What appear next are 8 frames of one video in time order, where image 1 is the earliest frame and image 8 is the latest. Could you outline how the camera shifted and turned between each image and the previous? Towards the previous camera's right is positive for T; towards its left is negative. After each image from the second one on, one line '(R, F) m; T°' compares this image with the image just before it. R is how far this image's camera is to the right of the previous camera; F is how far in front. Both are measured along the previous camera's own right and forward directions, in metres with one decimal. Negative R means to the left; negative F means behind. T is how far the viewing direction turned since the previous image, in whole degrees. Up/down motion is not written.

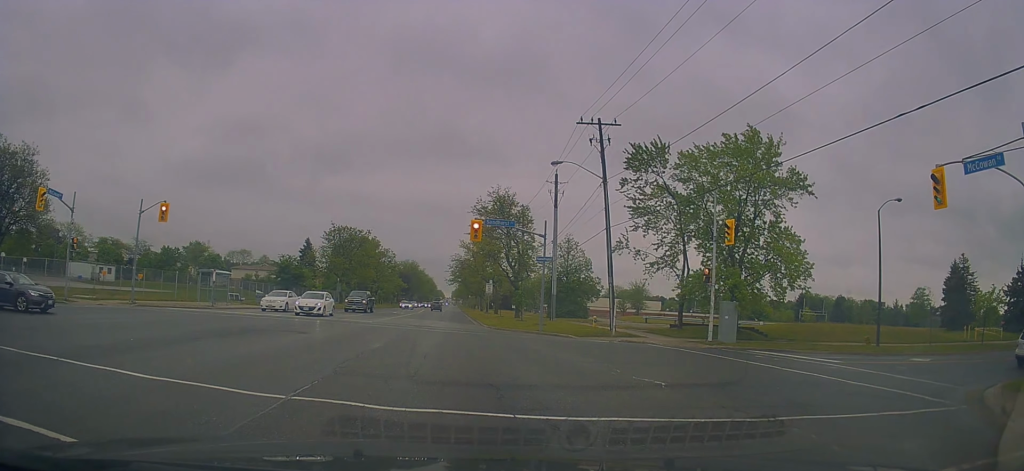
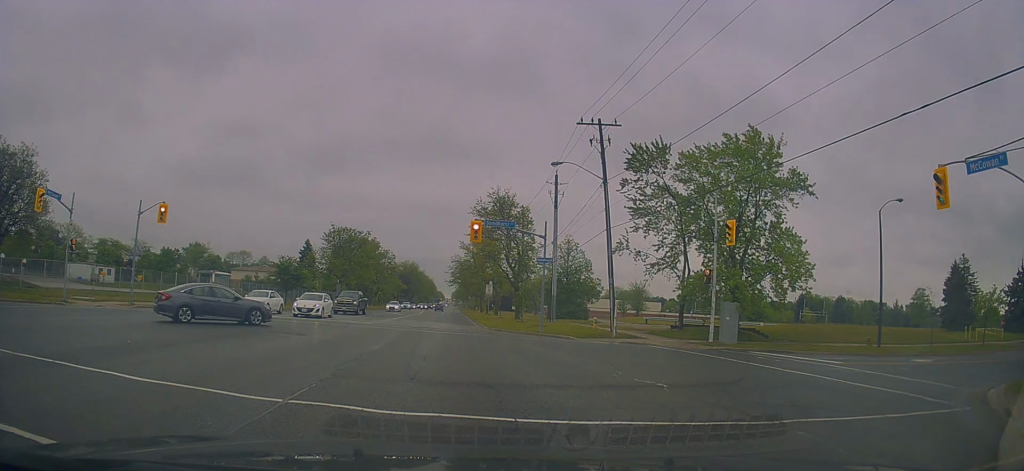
(0.0, +0.9) m; 0°
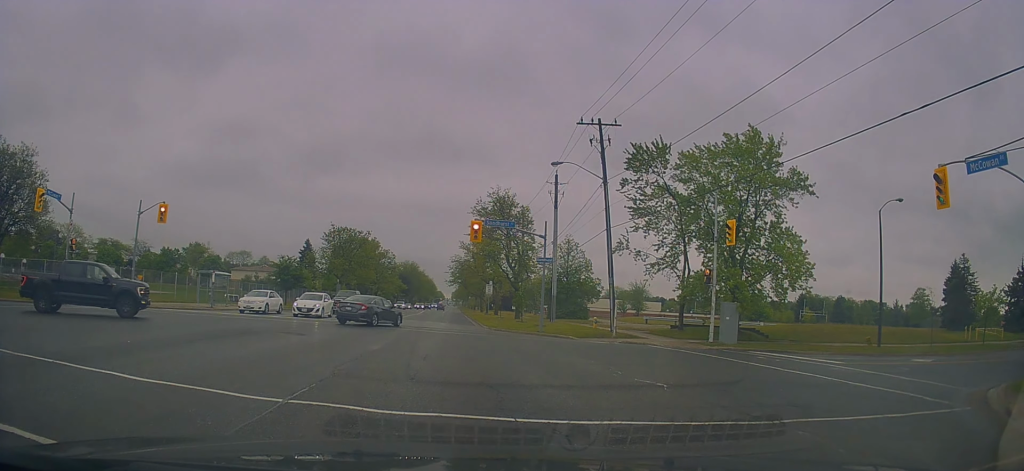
(0.0, 0.0) m; 0°
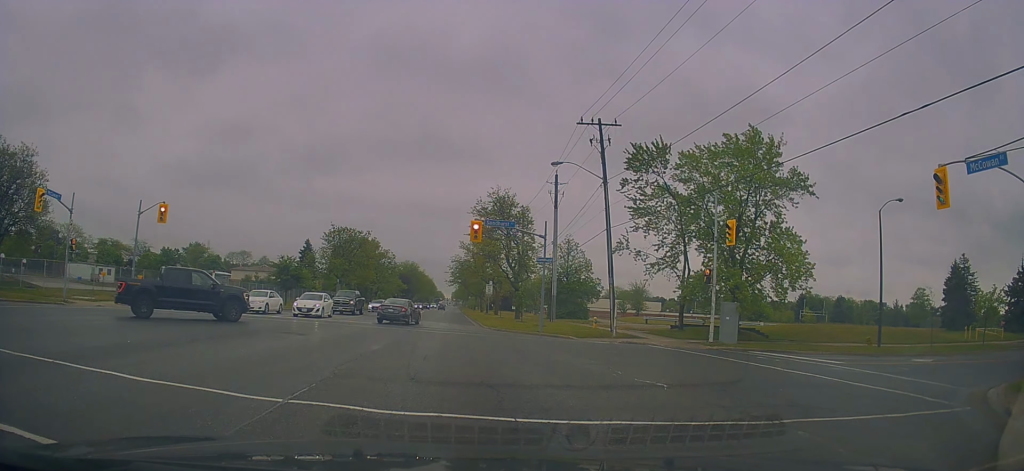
(0.0, 0.0) m; 0°
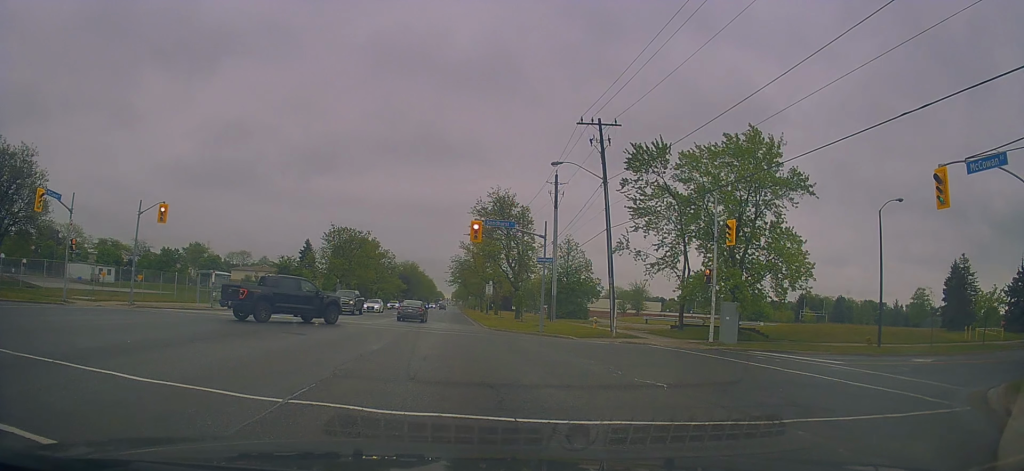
(0.0, 0.0) m; 0°
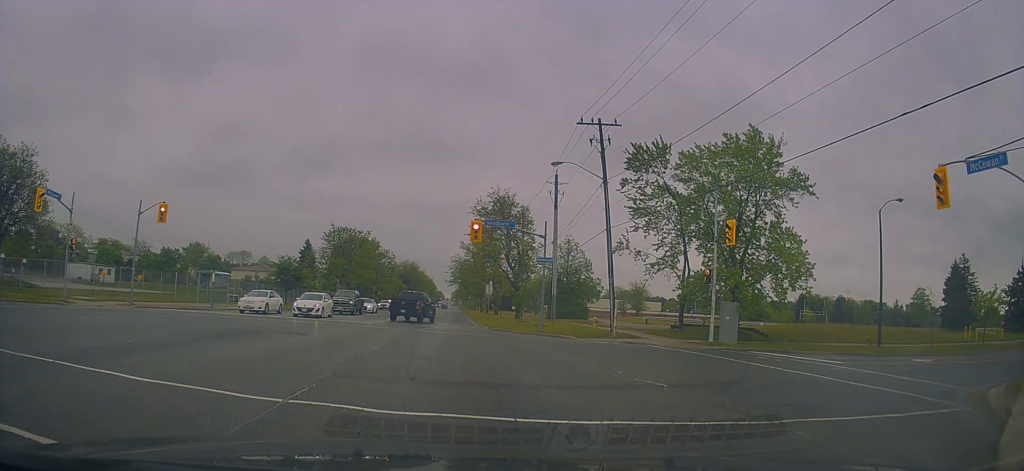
(0.0, 0.0) m; 0°
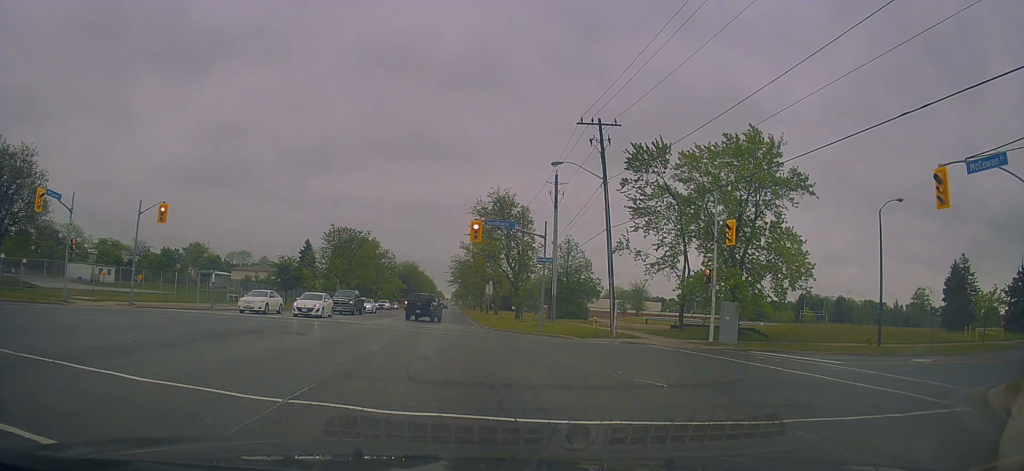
(0.0, 0.0) m; 0°
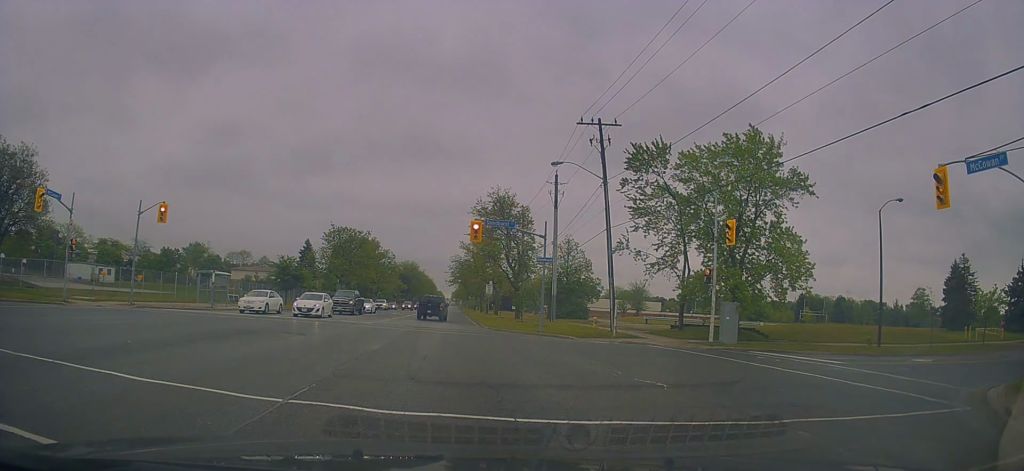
(0.0, 0.0) m; 0°
